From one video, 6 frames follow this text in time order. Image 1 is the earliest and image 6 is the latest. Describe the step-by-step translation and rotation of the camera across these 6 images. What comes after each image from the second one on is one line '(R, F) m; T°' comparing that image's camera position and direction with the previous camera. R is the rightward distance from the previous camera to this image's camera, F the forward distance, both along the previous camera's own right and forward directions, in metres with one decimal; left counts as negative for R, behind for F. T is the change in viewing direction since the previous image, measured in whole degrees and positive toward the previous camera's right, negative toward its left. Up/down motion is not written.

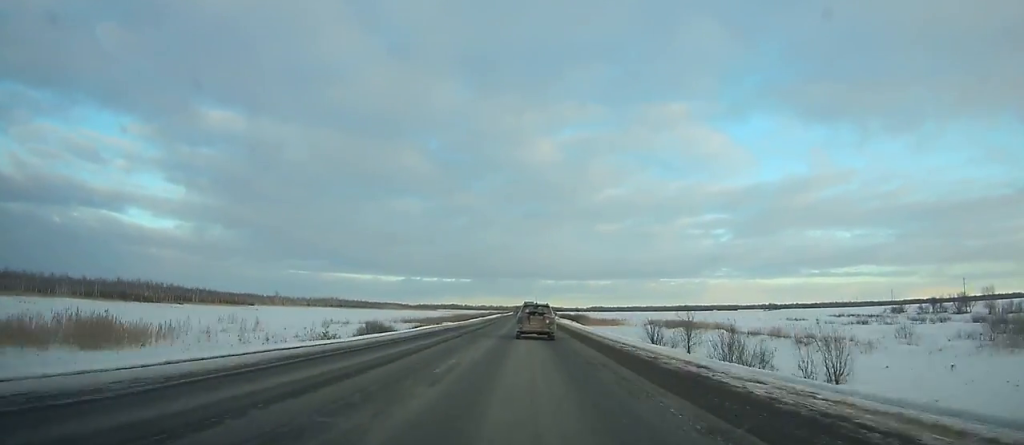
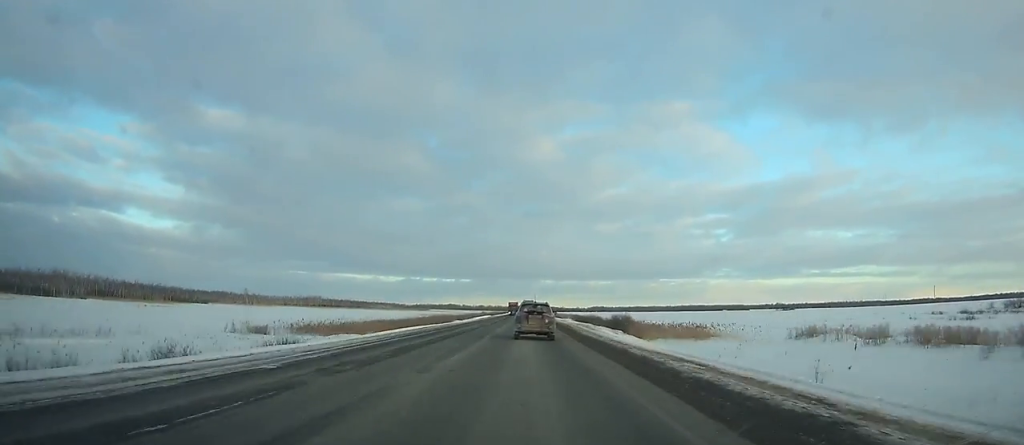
(+0.1, +56.6) m; 0°
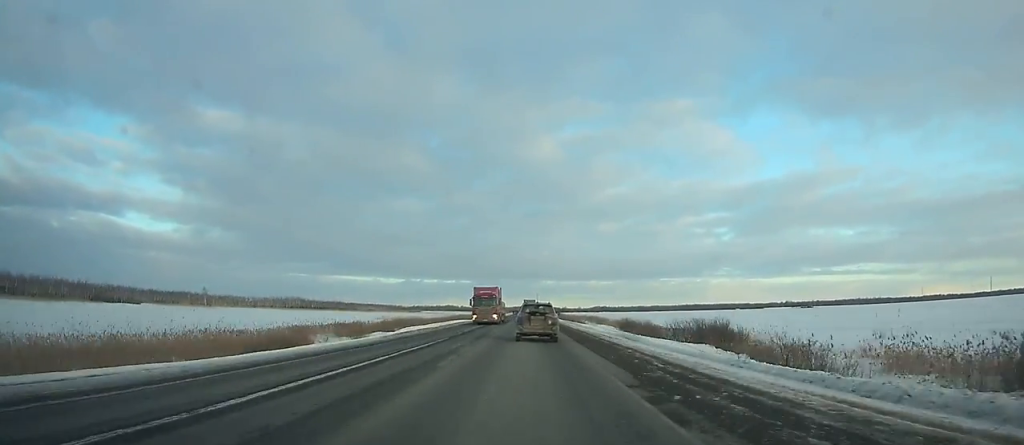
(+0.3, +62.6) m; -1°
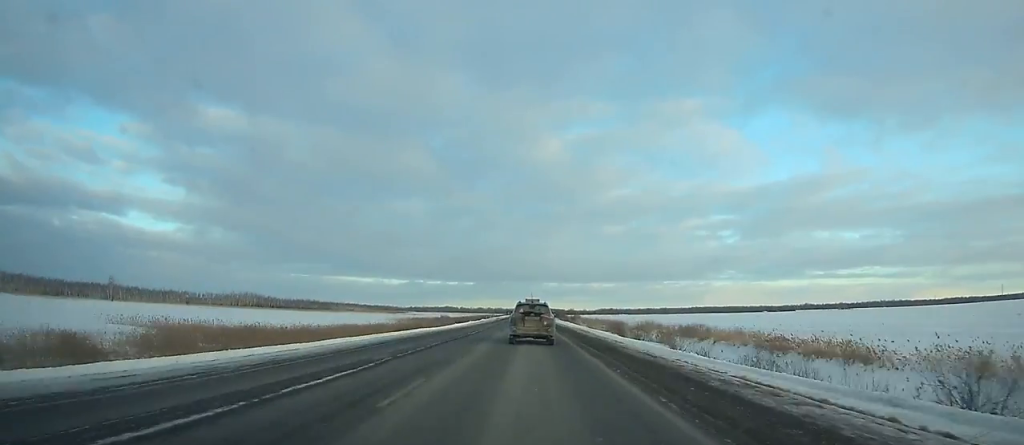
(-1.4, +103.0) m; 0°
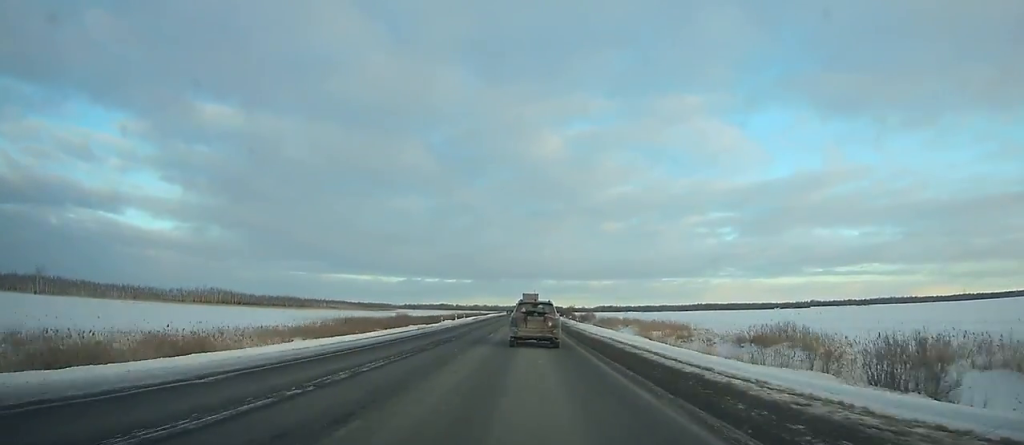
(+0.8, +51.1) m; +1°
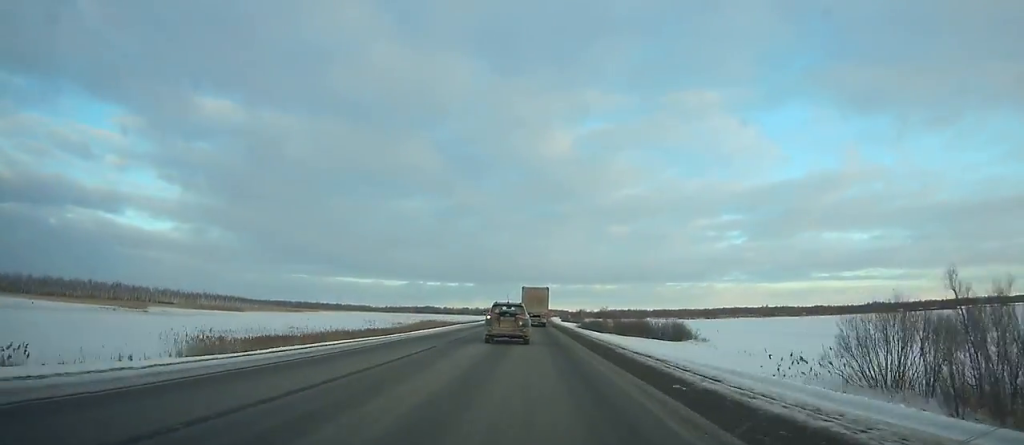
(+1.8, +287.1) m; 0°
